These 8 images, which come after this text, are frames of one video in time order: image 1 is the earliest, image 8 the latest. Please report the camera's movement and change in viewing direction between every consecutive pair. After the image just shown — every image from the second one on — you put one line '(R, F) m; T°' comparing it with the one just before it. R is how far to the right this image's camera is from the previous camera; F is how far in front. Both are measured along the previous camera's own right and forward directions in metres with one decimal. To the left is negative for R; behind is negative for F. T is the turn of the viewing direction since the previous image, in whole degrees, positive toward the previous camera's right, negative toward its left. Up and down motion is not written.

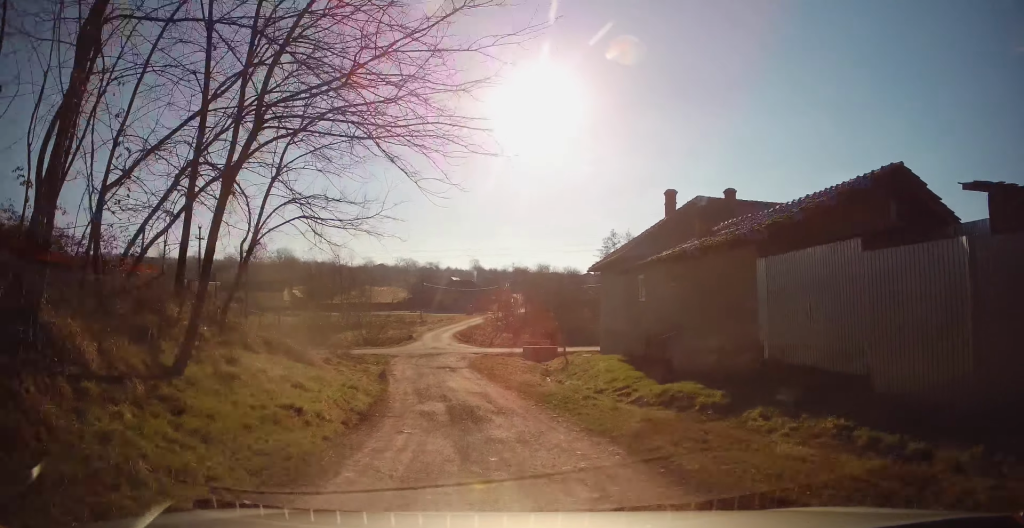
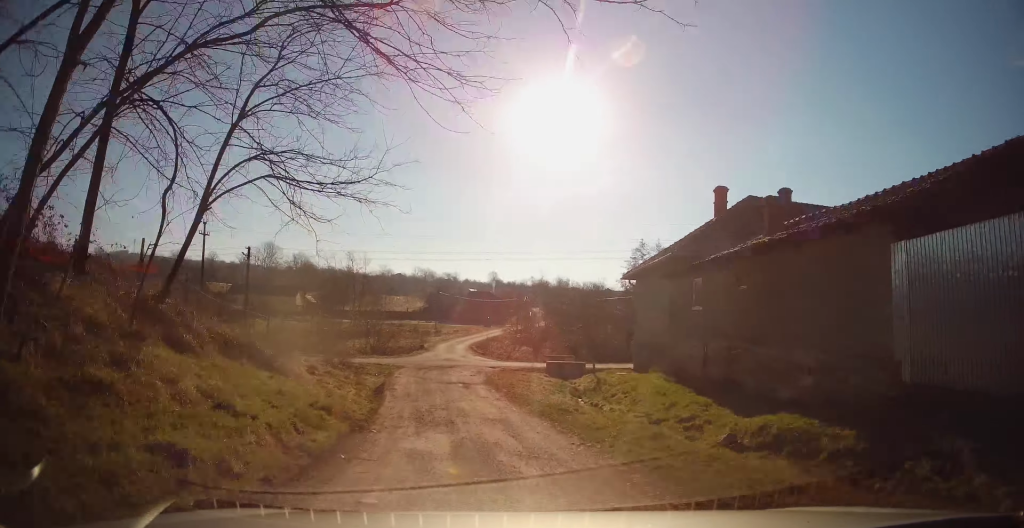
(-0.5, +3.6) m; 0°
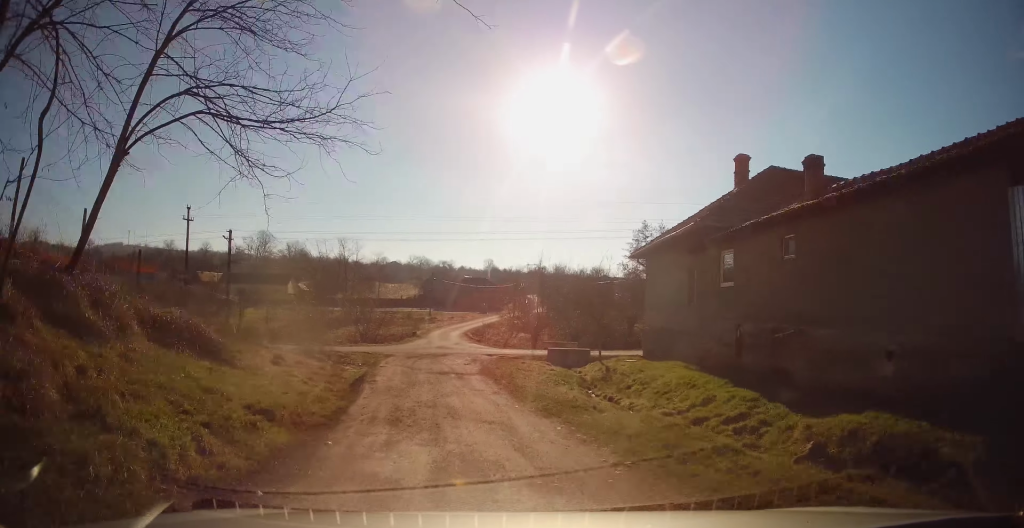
(+0.1, +2.5) m; +1°
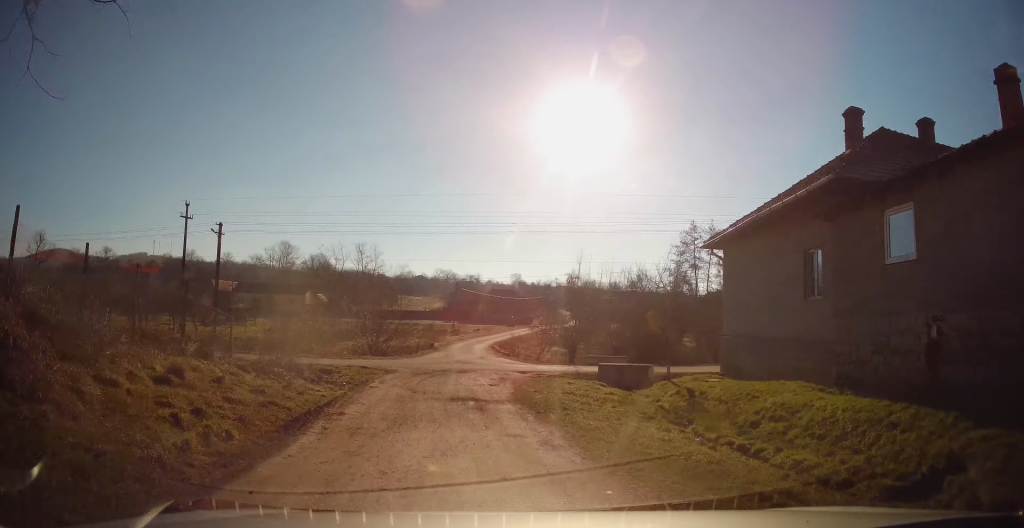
(+0.2, +6.0) m; -6°
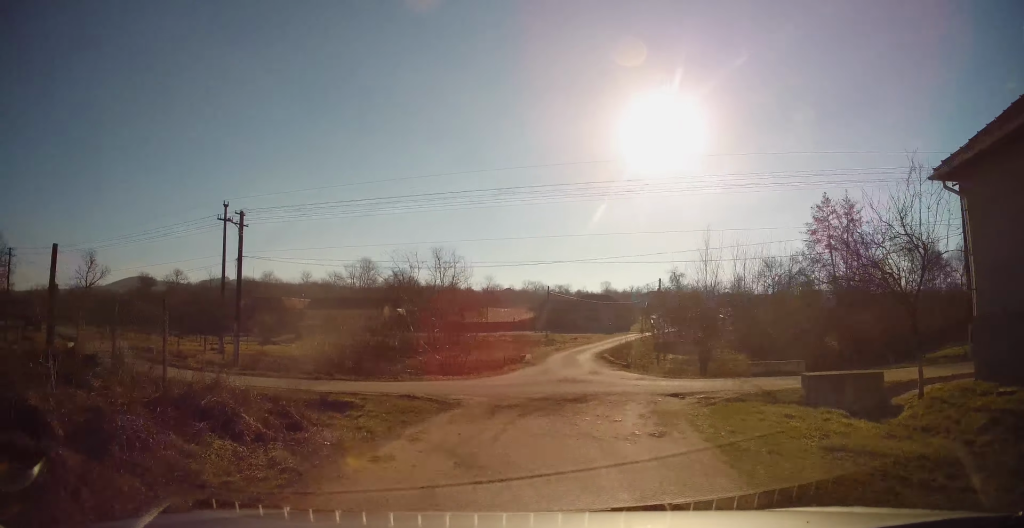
(-1.0, +8.3) m; -8°
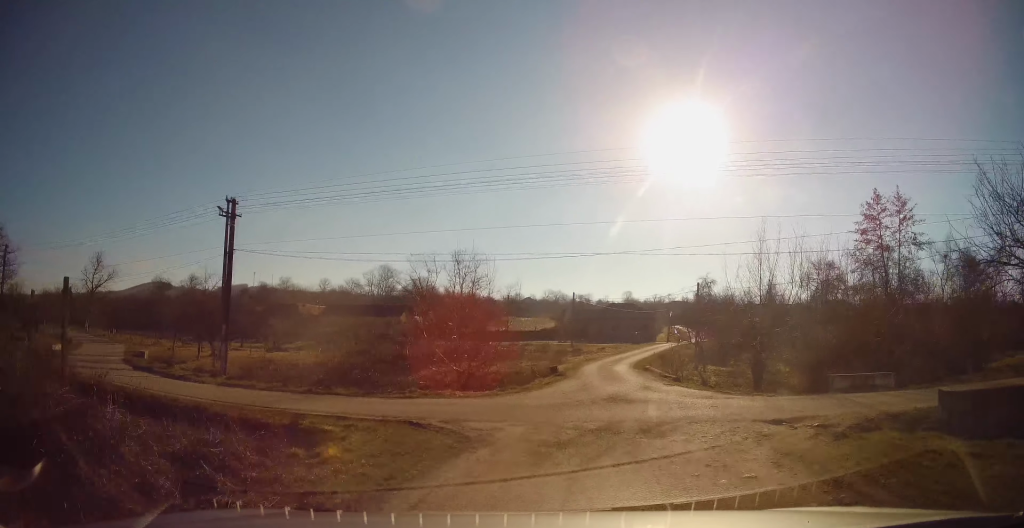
(+0.1, +3.7) m; -3°
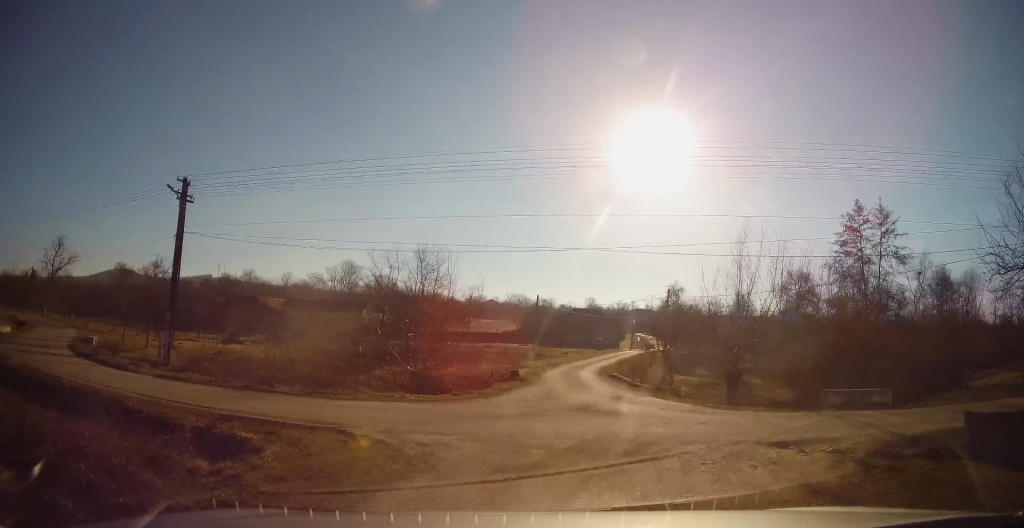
(-0.4, +1.6) m; 0°
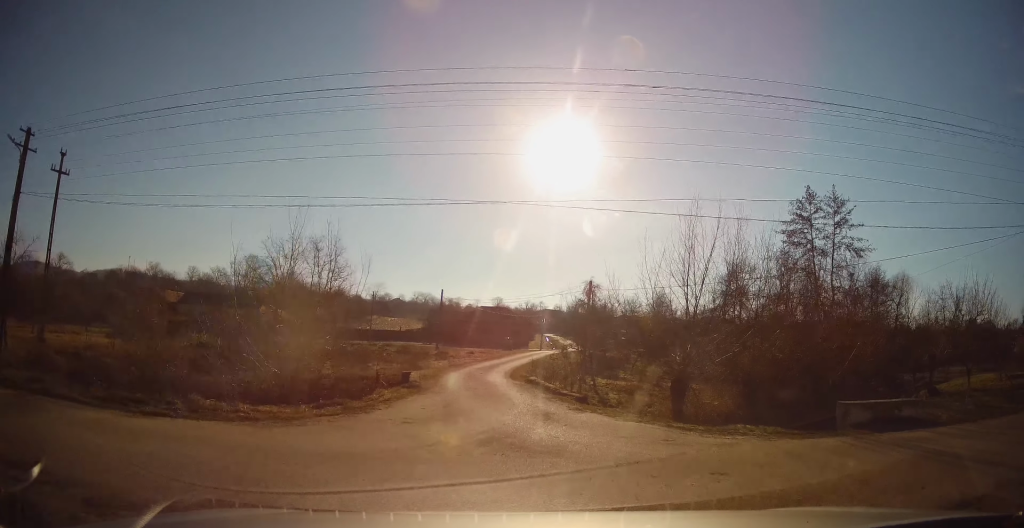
(+0.8, +4.6) m; +15°
